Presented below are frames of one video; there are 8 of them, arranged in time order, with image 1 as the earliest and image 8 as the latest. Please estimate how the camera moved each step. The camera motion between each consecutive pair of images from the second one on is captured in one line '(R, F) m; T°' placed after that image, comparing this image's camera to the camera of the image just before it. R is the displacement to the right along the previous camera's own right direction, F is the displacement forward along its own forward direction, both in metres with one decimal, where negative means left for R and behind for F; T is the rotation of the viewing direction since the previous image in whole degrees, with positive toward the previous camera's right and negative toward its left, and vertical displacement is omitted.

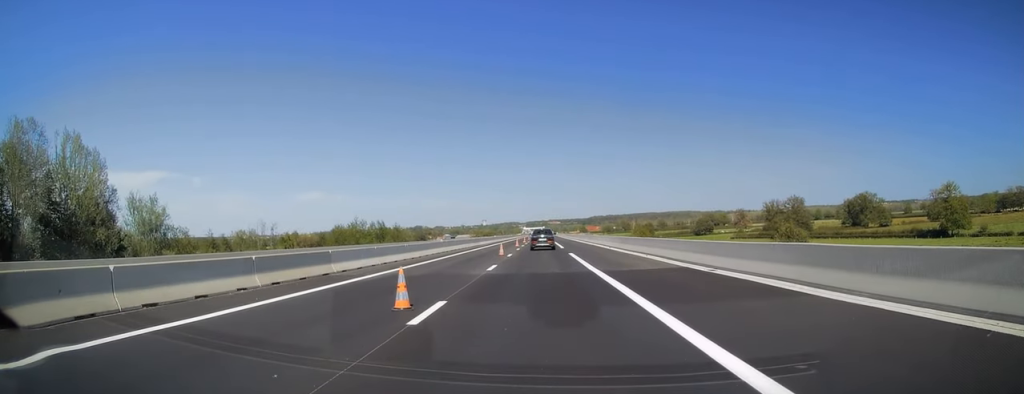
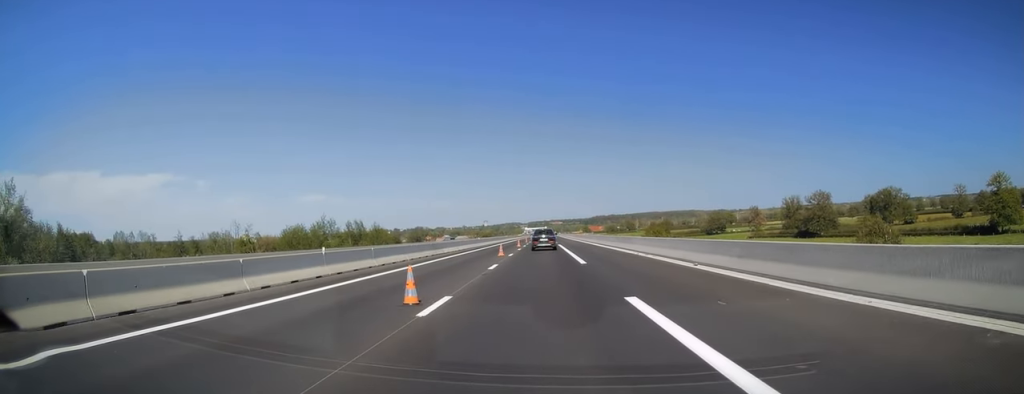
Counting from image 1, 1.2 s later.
(0.0, +24.9) m; 0°
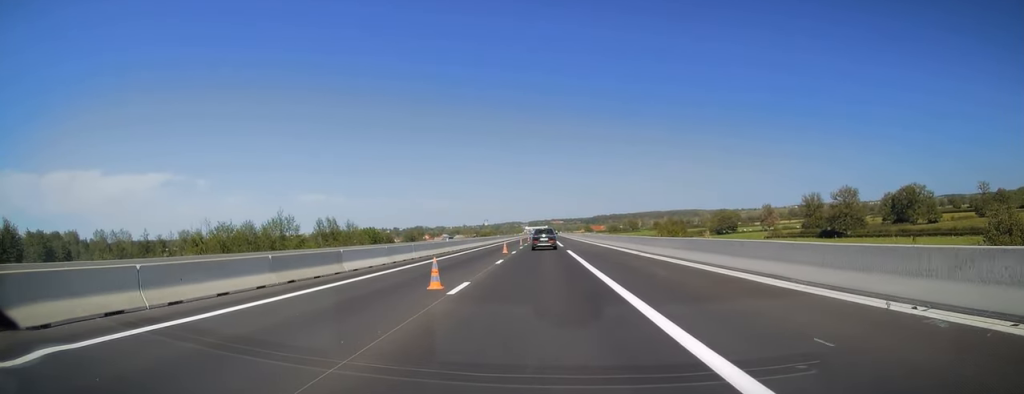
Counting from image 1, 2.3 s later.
(+0.1, +22.5) m; 0°
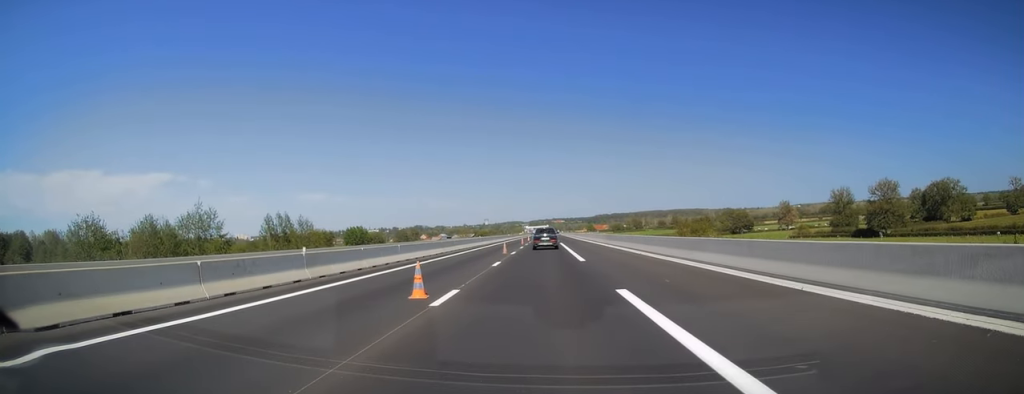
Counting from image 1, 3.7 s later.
(-0.4, +28.1) m; -1°
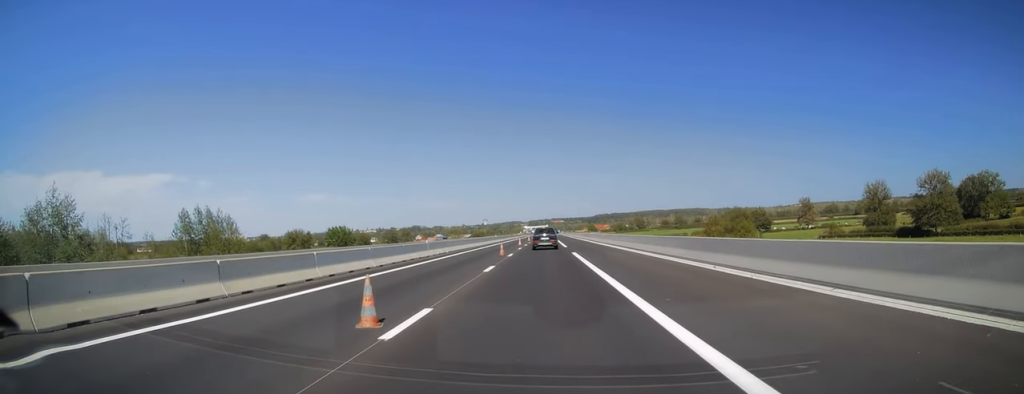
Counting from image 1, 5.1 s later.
(+0.4, +29.5) m; +1°
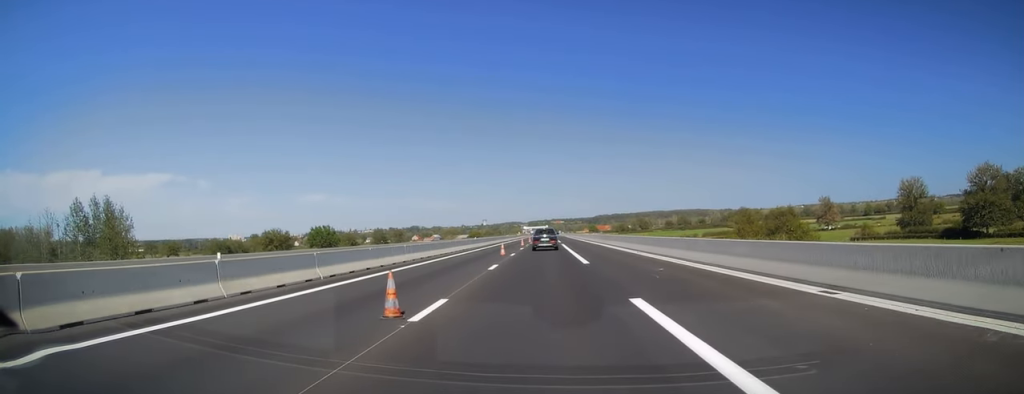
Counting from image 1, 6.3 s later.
(-0.1, +24.3) m; 0°
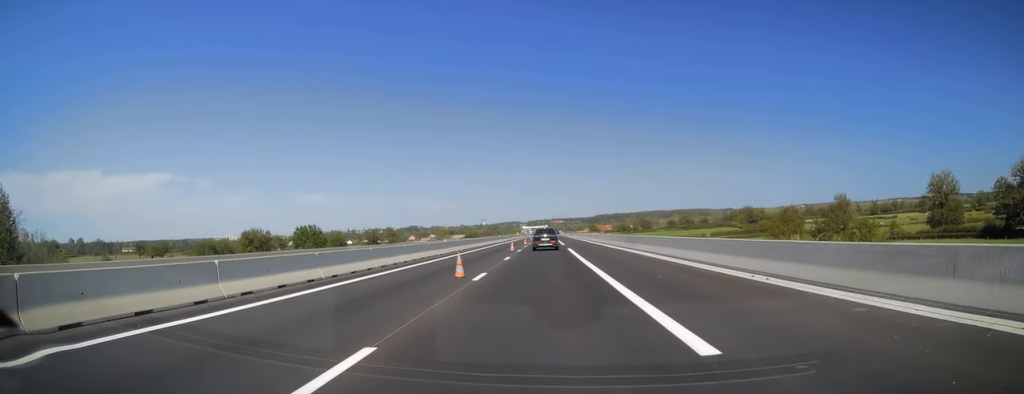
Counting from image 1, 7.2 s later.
(+0.1, +18.1) m; 0°
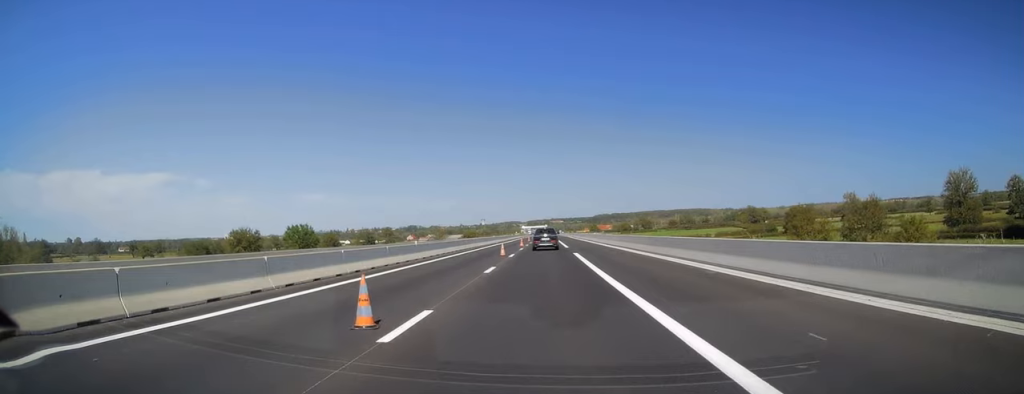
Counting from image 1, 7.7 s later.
(+0.1, +9.6) m; 0°
